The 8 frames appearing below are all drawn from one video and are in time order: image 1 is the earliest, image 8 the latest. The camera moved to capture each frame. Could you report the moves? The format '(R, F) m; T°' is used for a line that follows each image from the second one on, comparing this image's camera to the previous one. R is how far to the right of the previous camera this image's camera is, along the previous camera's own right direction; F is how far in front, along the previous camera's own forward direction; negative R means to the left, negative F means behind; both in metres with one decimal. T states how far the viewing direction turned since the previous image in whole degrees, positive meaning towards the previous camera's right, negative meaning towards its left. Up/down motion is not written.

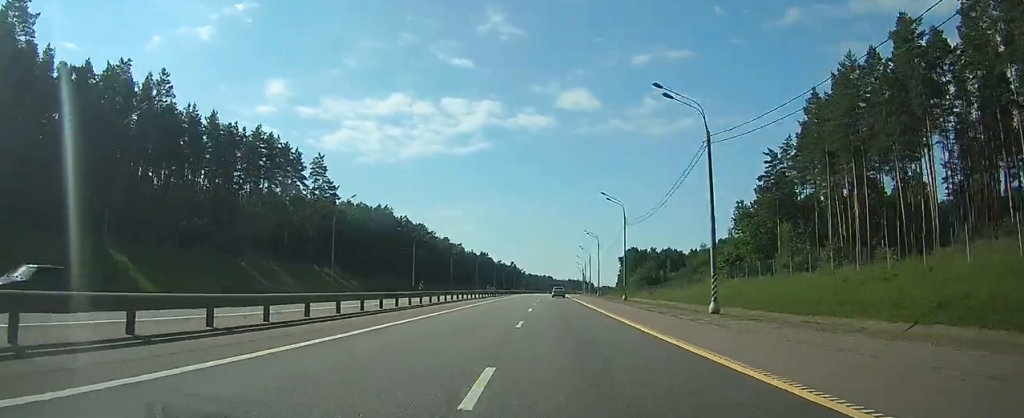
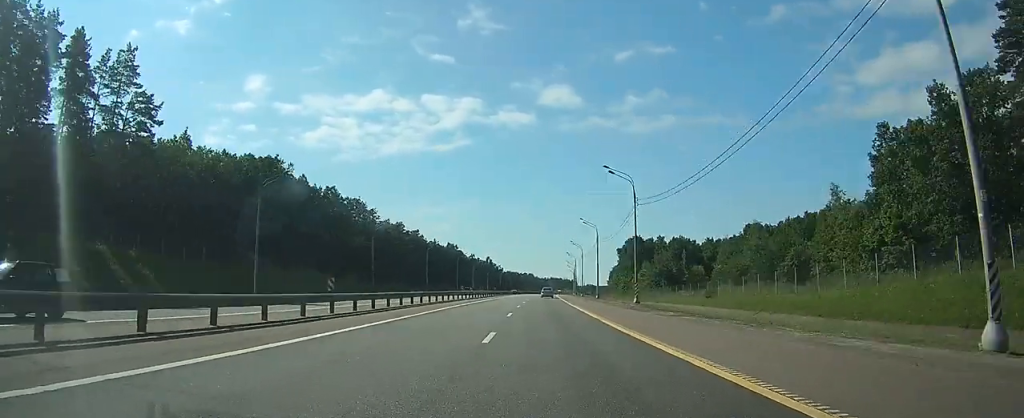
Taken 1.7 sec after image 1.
(+0.8, +52.6) m; +2°
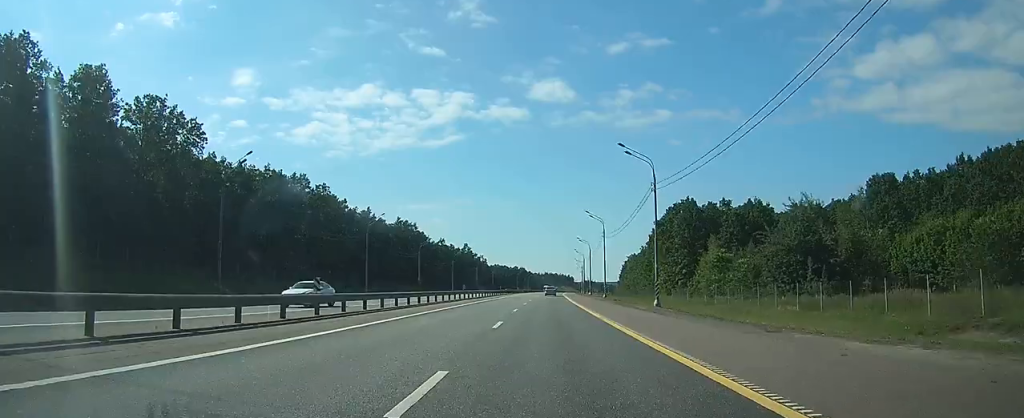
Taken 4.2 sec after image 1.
(+1.7, +79.2) m; +2°
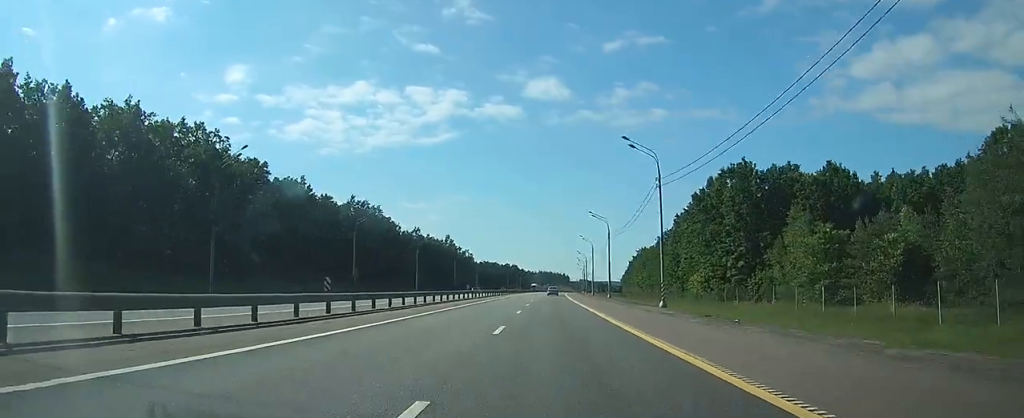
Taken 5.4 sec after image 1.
(+0.1, +38.1) m; 0°
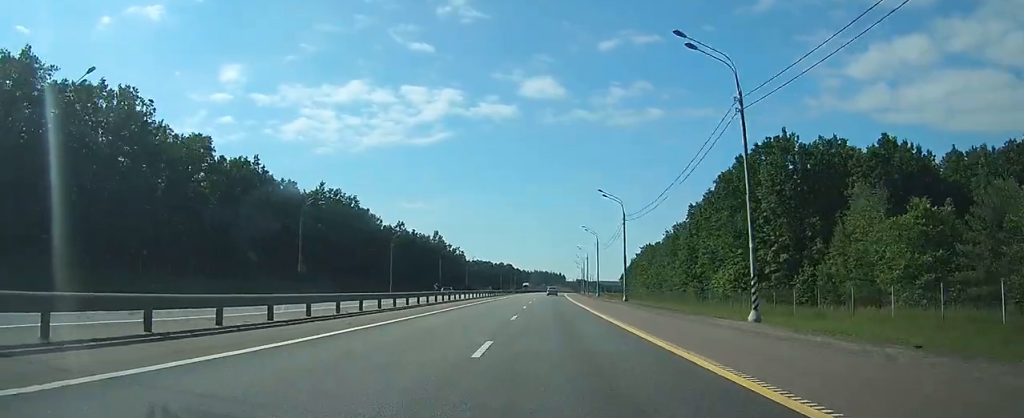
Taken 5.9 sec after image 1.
(0.0, +16.9) m; 0°
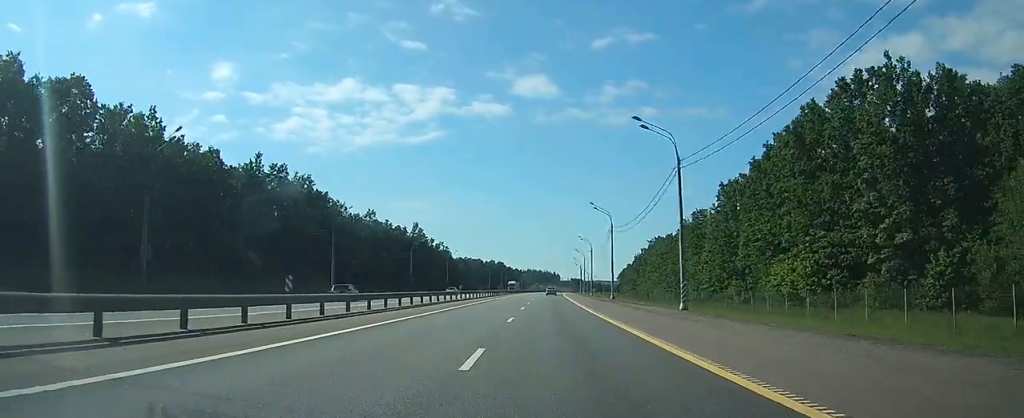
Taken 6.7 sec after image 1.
(0.0, +25.5) m; 0°
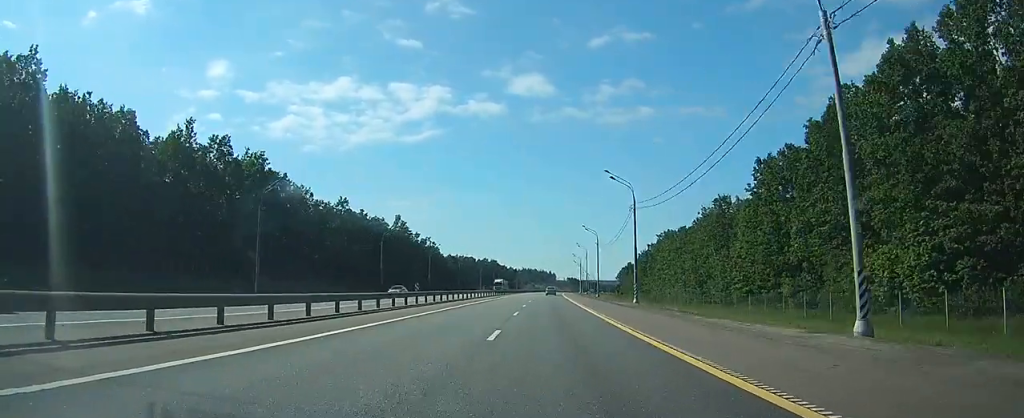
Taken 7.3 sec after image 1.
(+0.1, +19.2) m; 0°
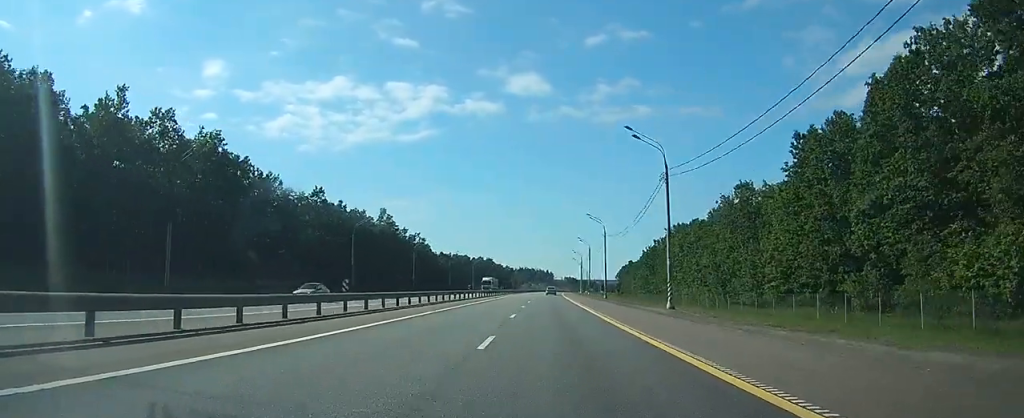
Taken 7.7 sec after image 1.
(0.0, +13.8) m; 0°
